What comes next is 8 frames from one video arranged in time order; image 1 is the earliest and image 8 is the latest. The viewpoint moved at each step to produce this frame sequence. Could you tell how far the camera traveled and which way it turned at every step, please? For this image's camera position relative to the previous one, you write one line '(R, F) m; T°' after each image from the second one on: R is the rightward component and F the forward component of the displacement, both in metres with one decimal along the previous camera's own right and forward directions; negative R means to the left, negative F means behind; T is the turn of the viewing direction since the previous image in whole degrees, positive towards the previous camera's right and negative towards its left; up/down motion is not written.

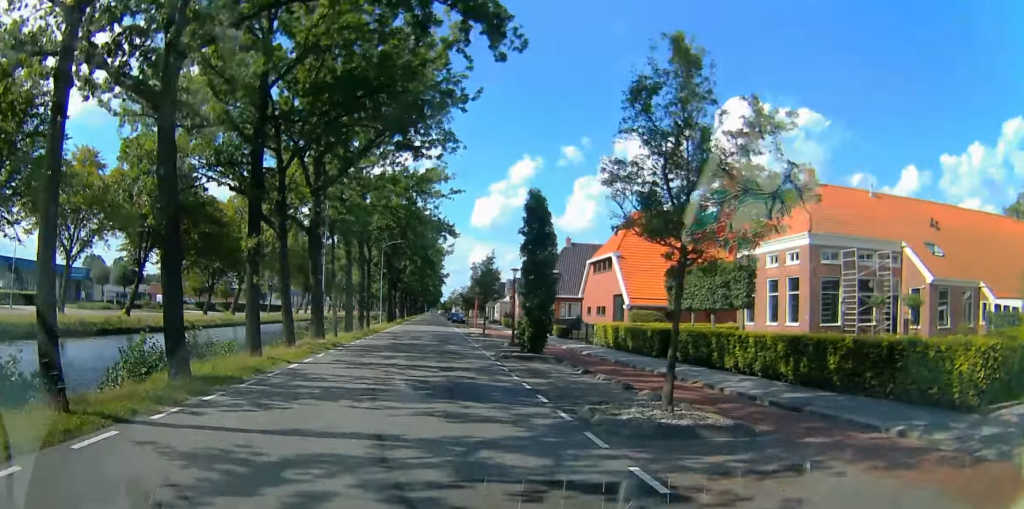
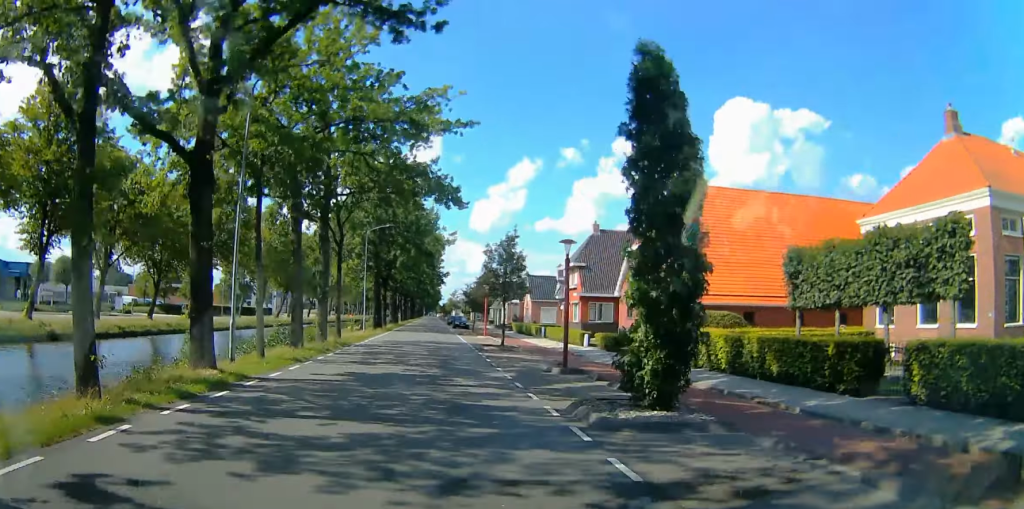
(+0.2, +13.6) m; +2°
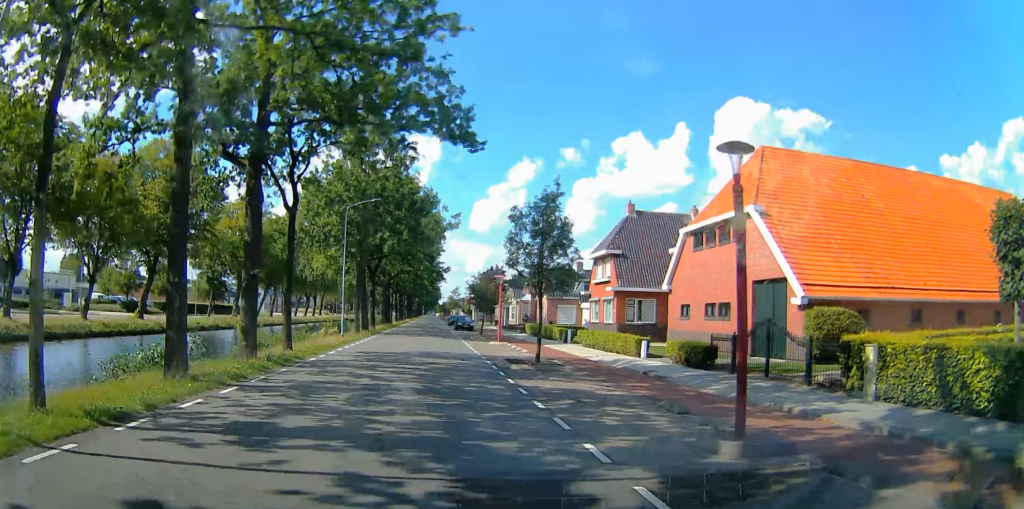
(+0.5, +11.3) m; 0°
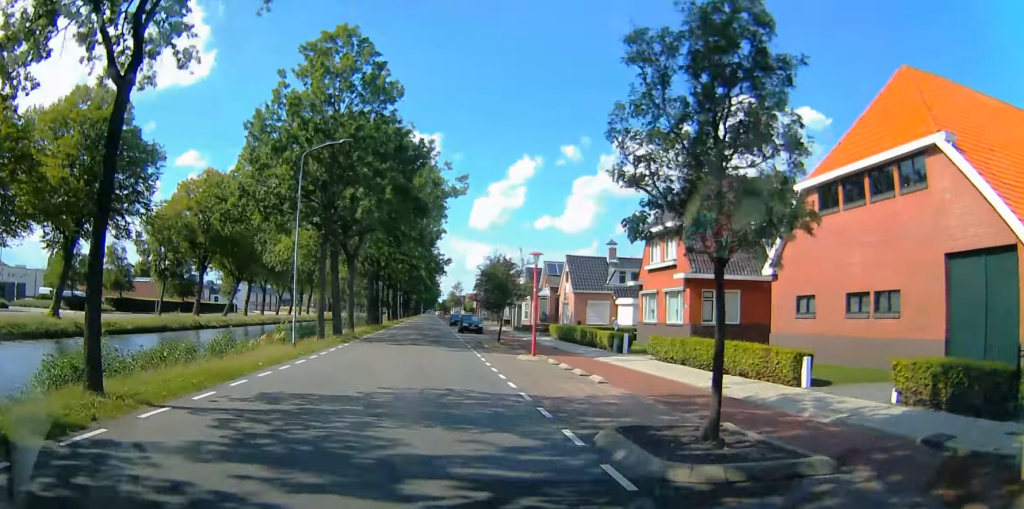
(-0.6, +13.2) m; -3°
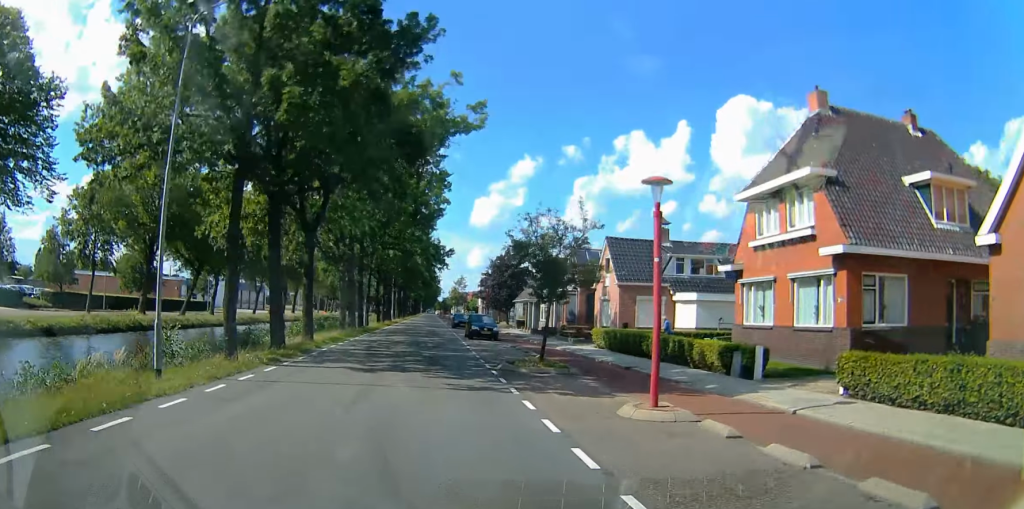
(-0.2, +13.2) m; -1°
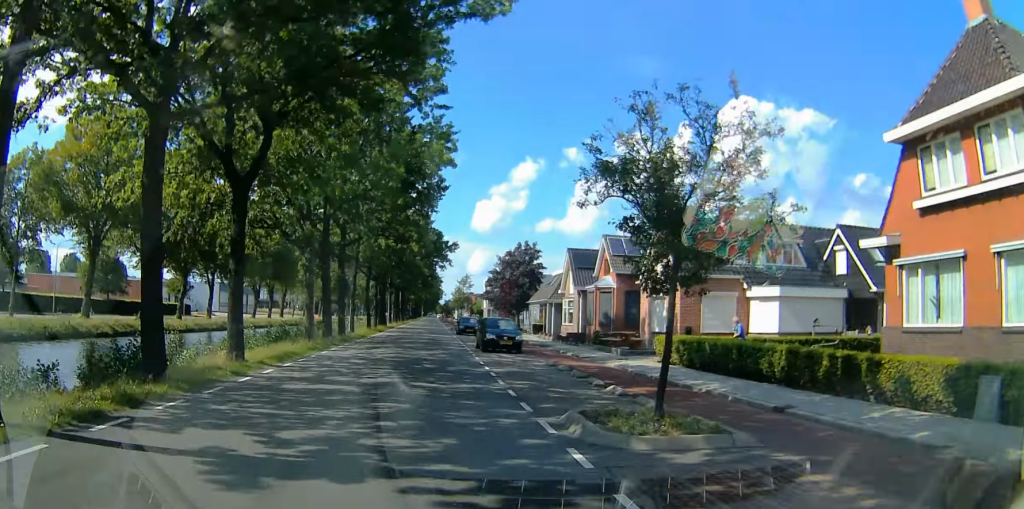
(0.0, +10.0) m; 0°
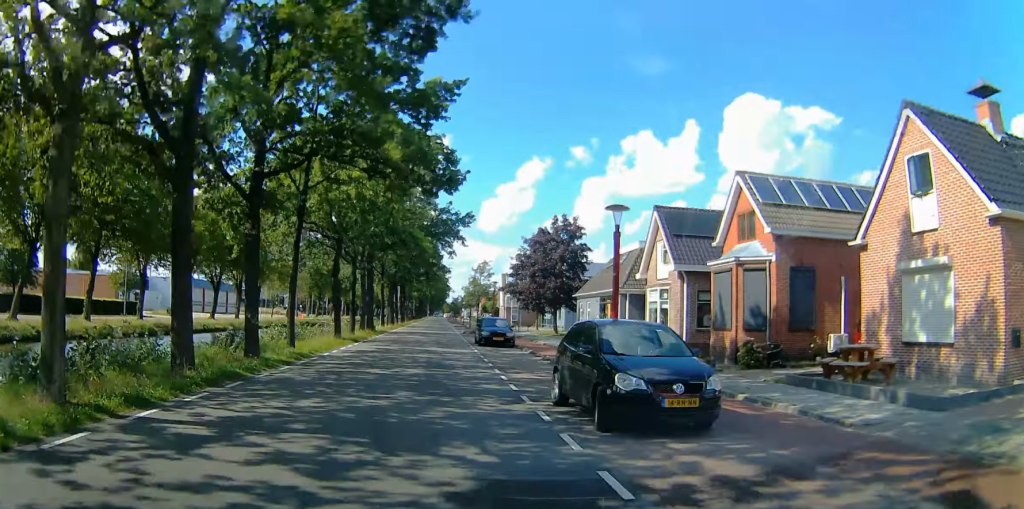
(0.0, +19.2) m; 0°
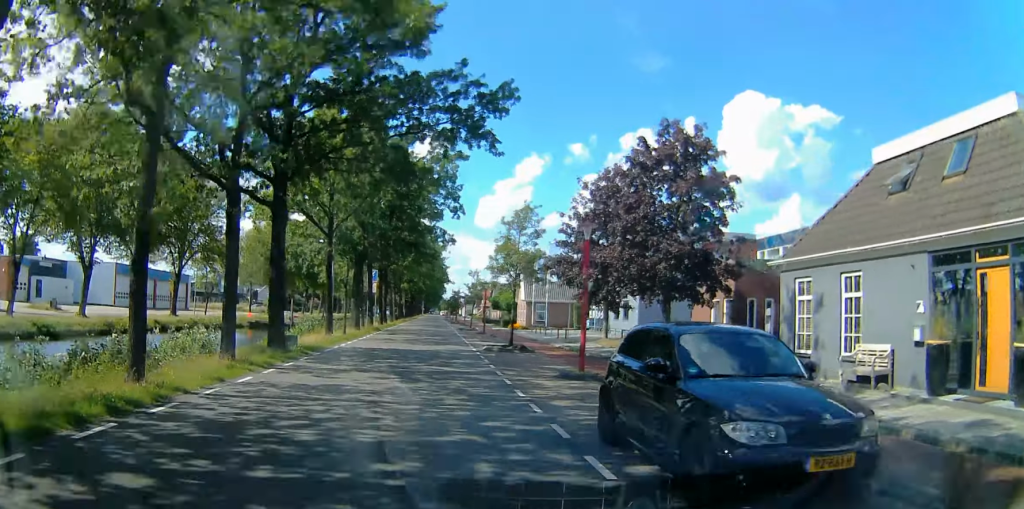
(0.0, +27.4) m; 0°
